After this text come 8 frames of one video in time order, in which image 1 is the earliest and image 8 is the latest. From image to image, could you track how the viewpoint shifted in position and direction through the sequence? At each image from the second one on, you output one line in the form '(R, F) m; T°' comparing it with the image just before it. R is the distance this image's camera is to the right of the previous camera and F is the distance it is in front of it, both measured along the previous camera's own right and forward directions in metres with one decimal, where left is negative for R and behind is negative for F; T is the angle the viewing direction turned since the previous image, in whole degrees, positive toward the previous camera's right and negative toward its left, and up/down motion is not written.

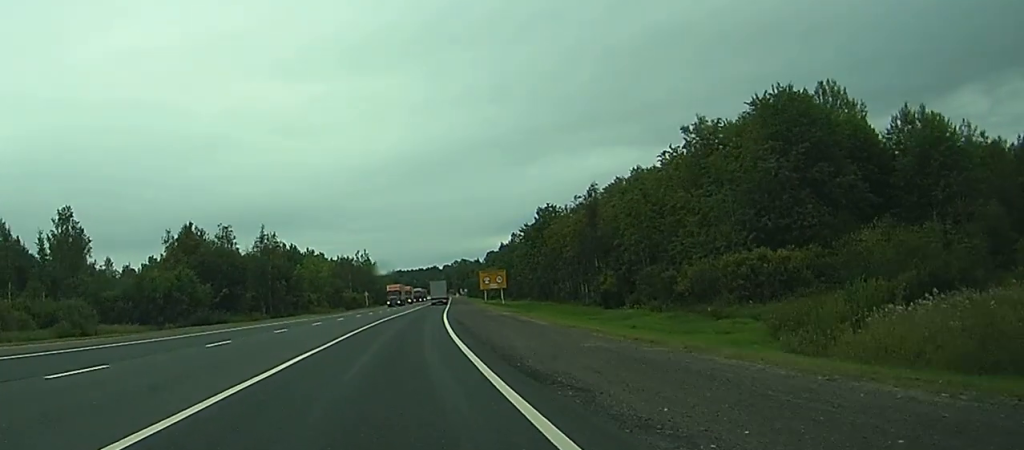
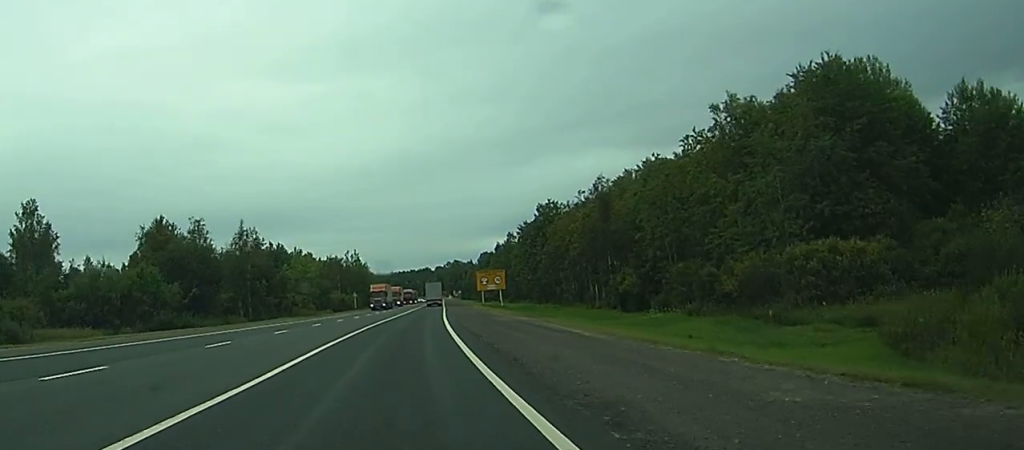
(0.0, +12.1) m; +1°
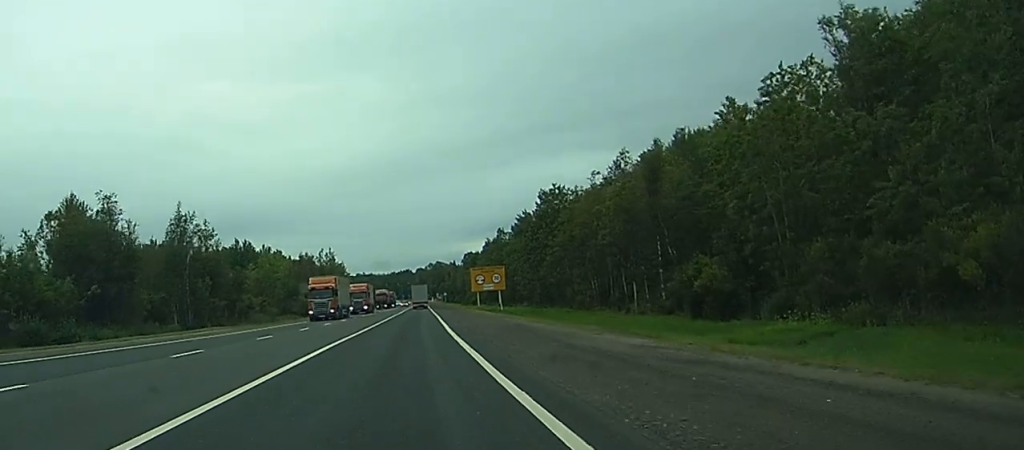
(+0.5, +27.9) m; +2°
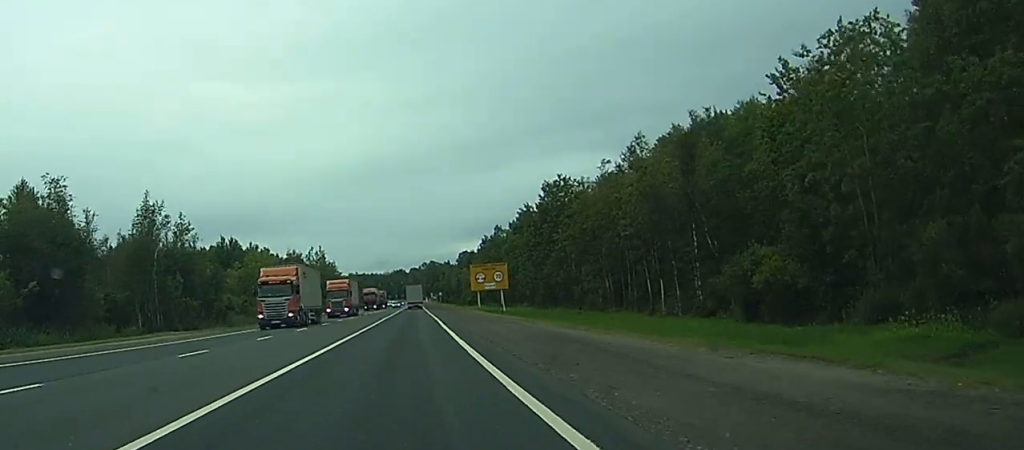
(+0.1, +11.6) m; 0°
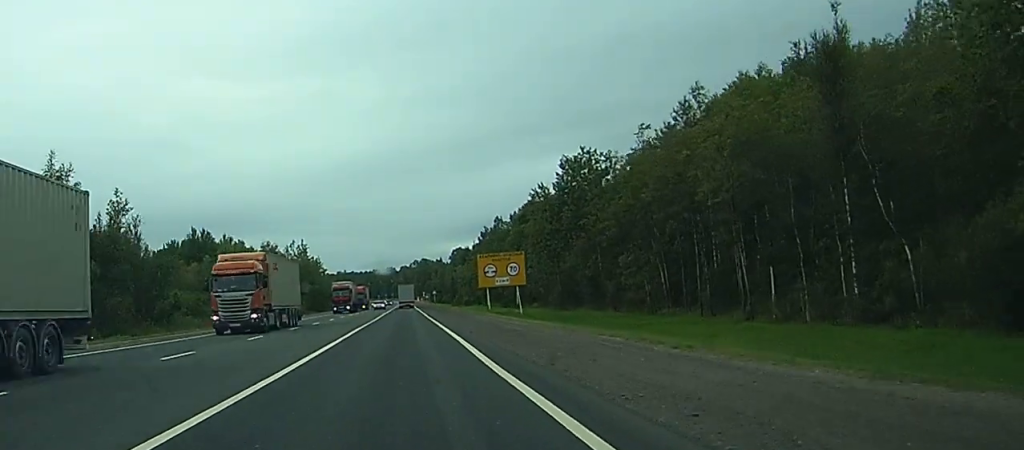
(0.0, +25.4) m; 0°
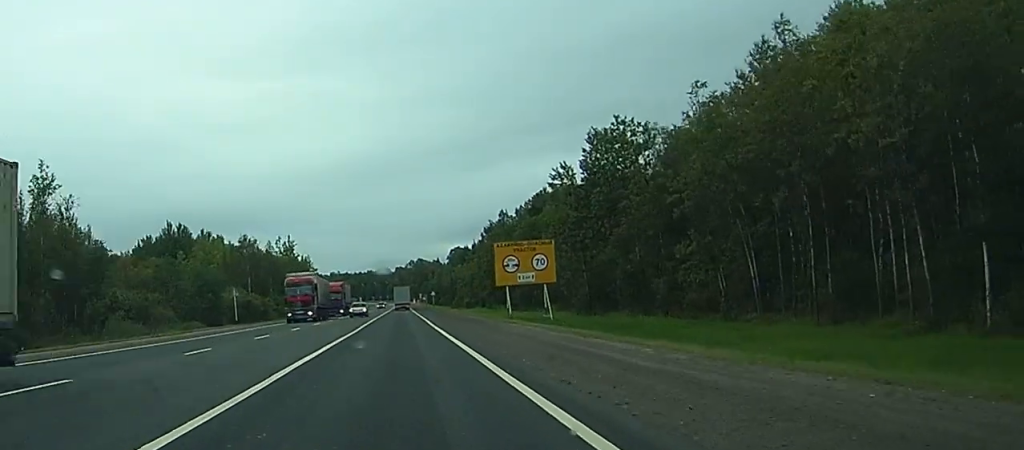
(+0.1, +21.2) m; +1°
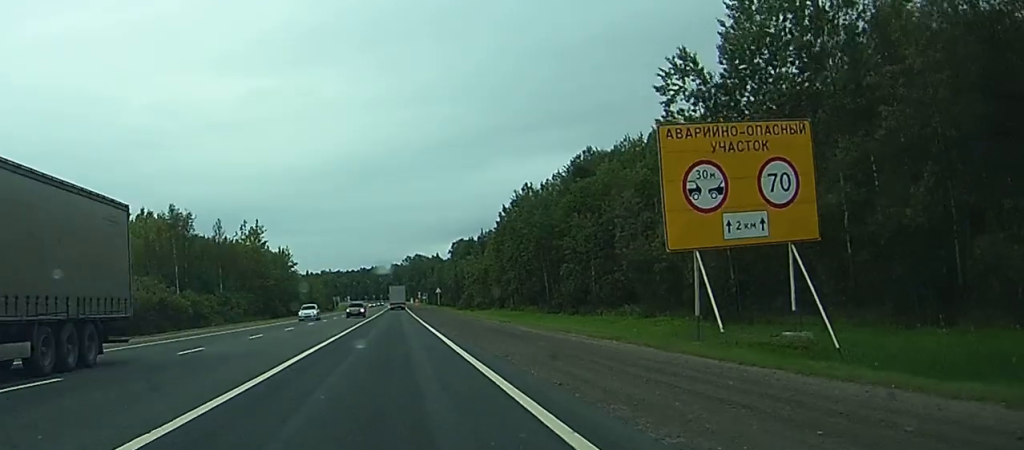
(+0.2, +48.1) m; 0°
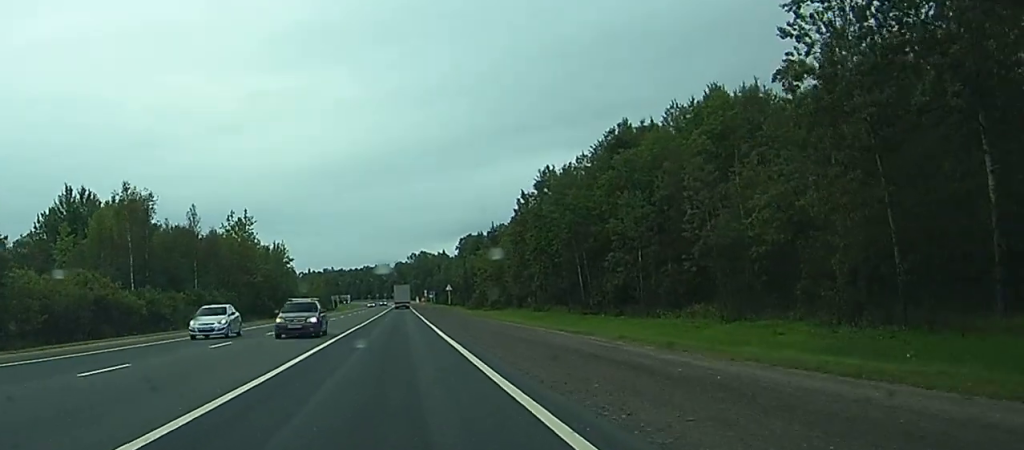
(0.0, +20.2) m; 0°
